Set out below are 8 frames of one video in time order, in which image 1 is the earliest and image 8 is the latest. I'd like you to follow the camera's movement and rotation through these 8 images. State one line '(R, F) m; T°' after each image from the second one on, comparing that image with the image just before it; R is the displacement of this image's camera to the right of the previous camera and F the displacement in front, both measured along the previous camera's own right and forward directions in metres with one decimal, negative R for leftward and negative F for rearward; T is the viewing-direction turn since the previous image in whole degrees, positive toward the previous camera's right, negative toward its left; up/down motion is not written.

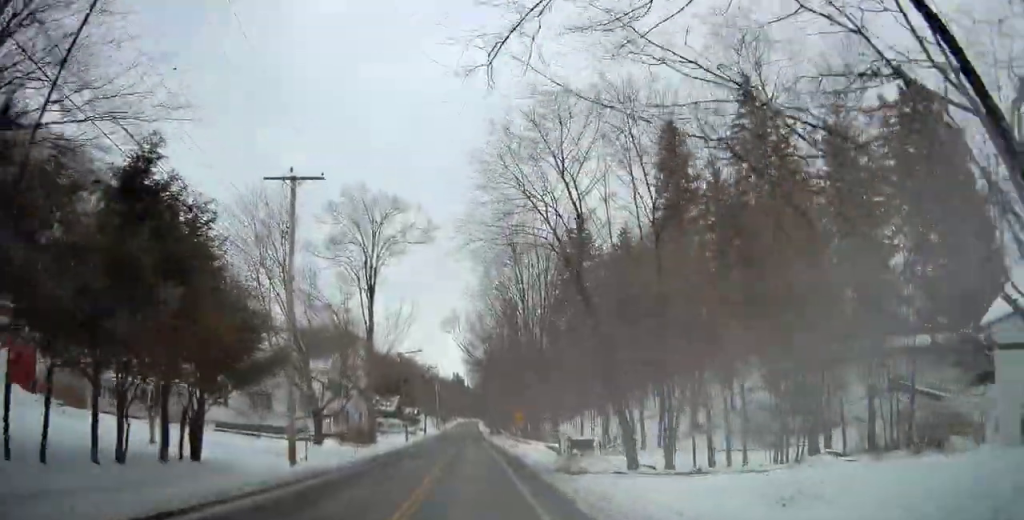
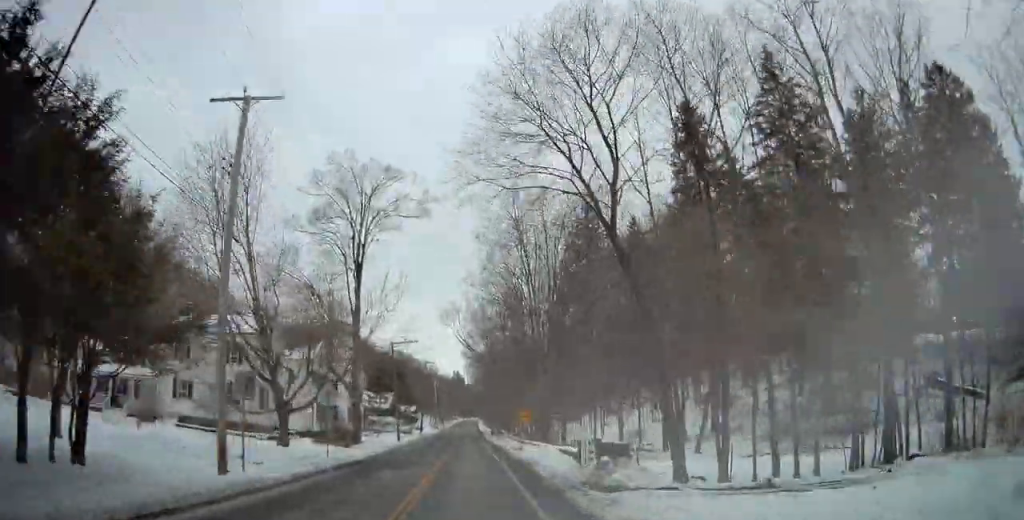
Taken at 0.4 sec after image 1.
(-0.2, +5.9) m; 0°
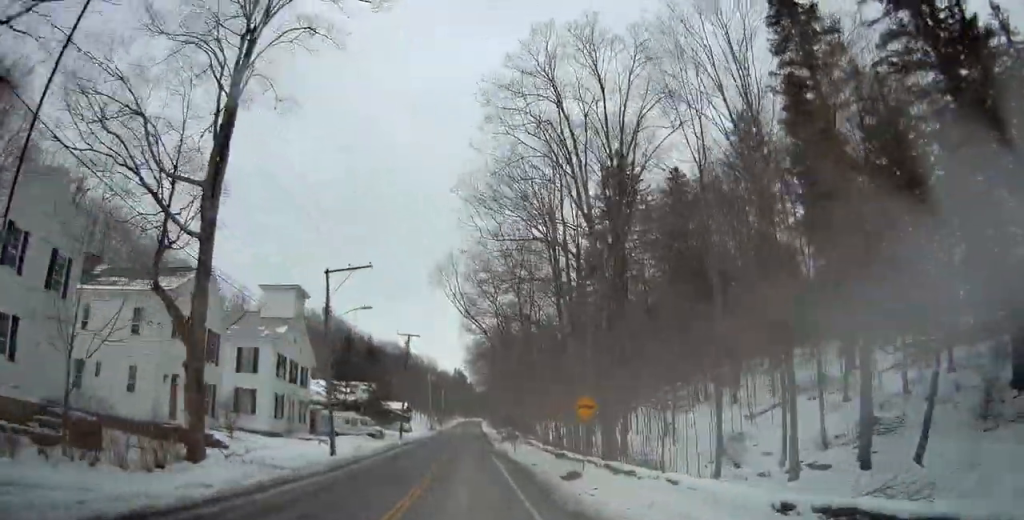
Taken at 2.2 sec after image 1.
(+0.3, +24.5) m; 0°
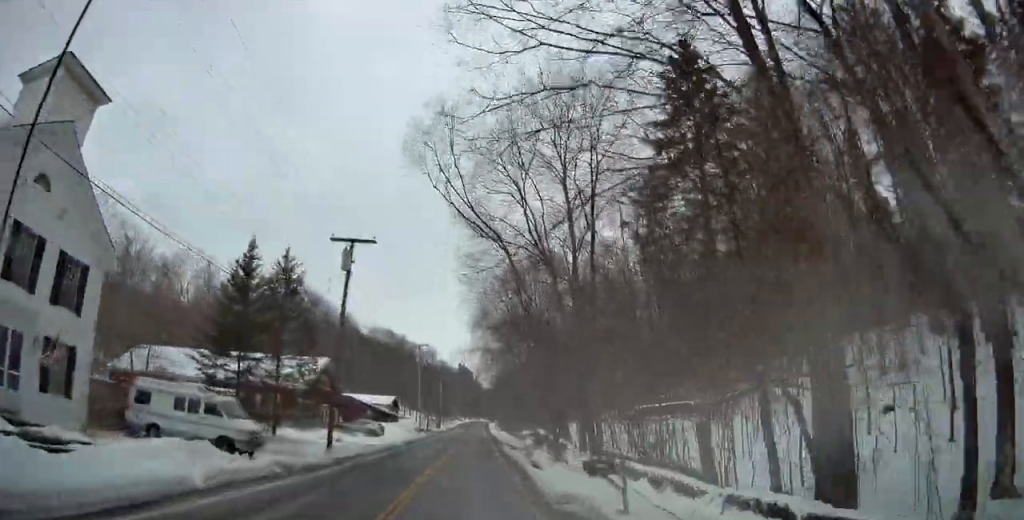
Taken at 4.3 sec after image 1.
(-0.1, +29.1) m; +1°
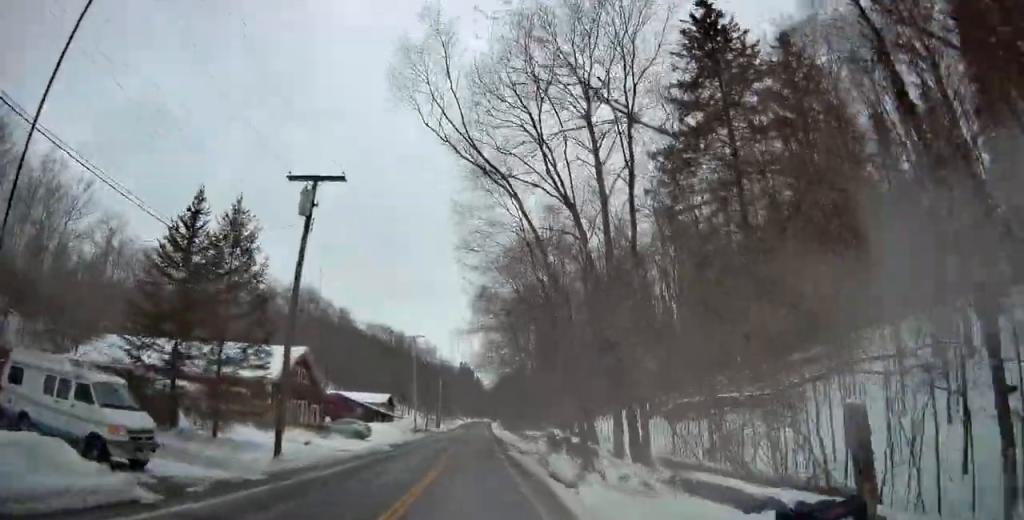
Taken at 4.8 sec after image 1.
(+0.1, +7.4) m; 0°
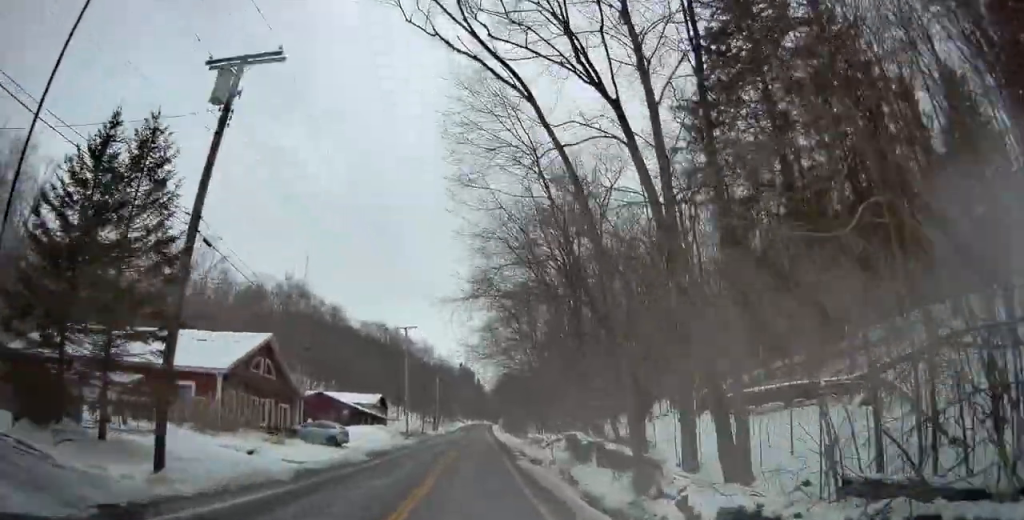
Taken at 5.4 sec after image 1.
(-0.2, +8.0) m; 0°
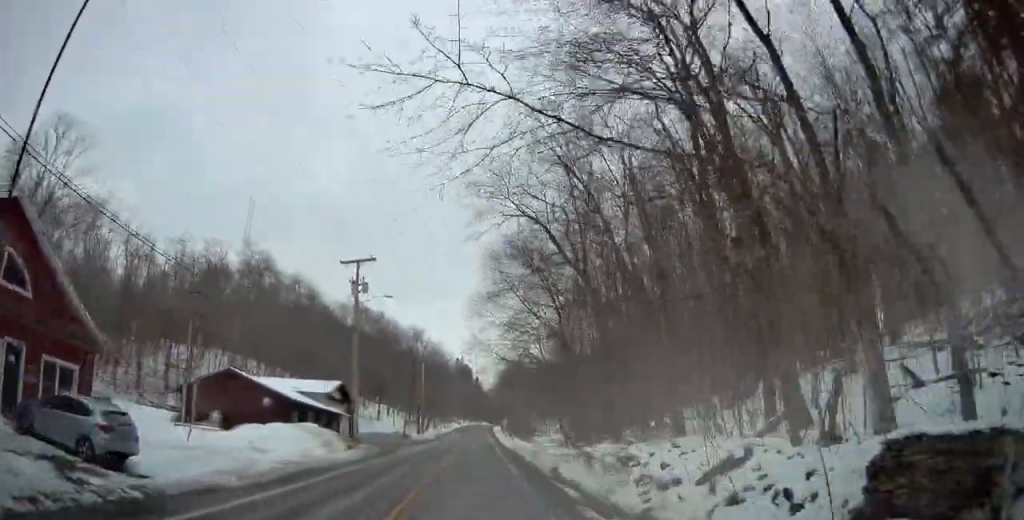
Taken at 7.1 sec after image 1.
(+0.3, +24.8) m; 0°
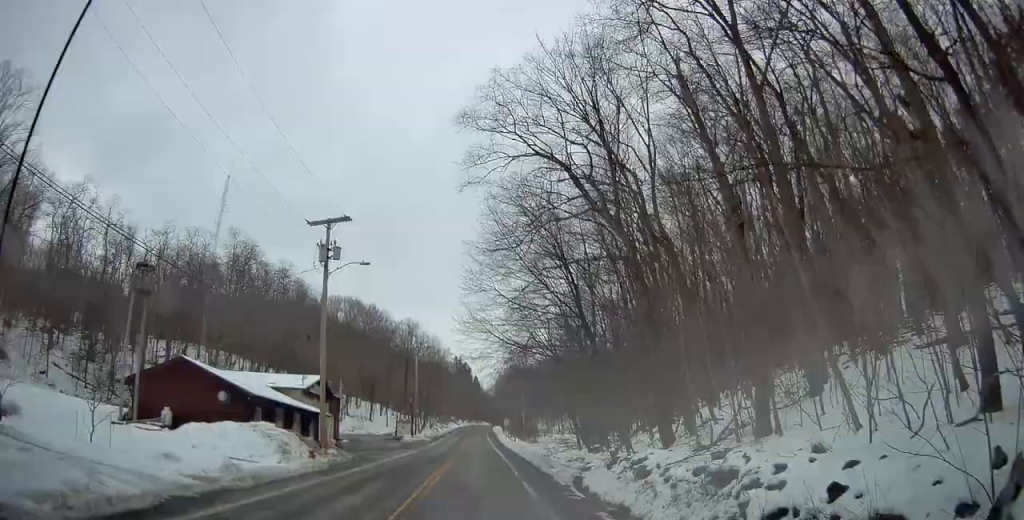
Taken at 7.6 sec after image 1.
(0.0, +7.4) m; -1°
